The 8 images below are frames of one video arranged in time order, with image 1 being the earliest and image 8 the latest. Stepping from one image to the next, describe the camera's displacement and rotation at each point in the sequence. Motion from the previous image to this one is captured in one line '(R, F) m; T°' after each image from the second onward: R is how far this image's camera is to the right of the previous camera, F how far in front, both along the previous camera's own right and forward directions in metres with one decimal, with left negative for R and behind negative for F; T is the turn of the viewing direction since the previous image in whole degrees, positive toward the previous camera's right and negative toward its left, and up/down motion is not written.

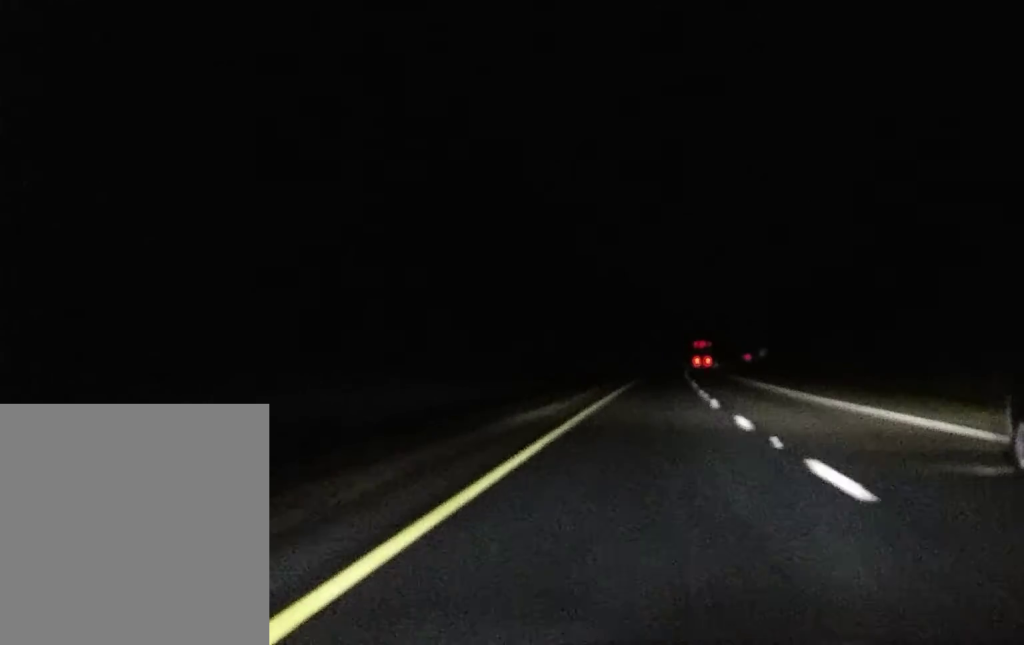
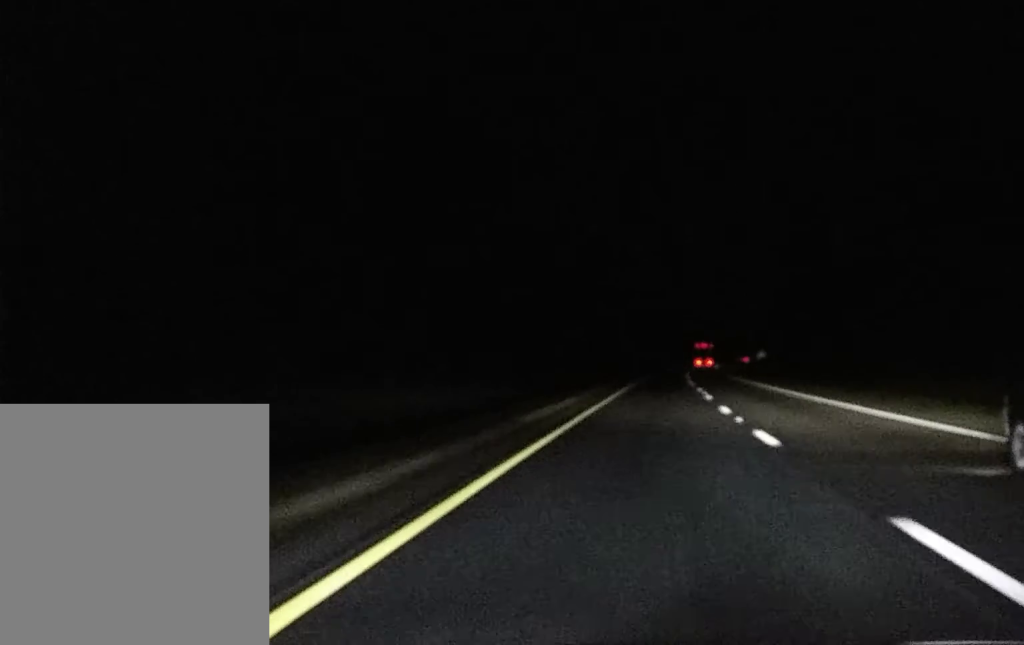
(+0.1, +21.5) m; 0°
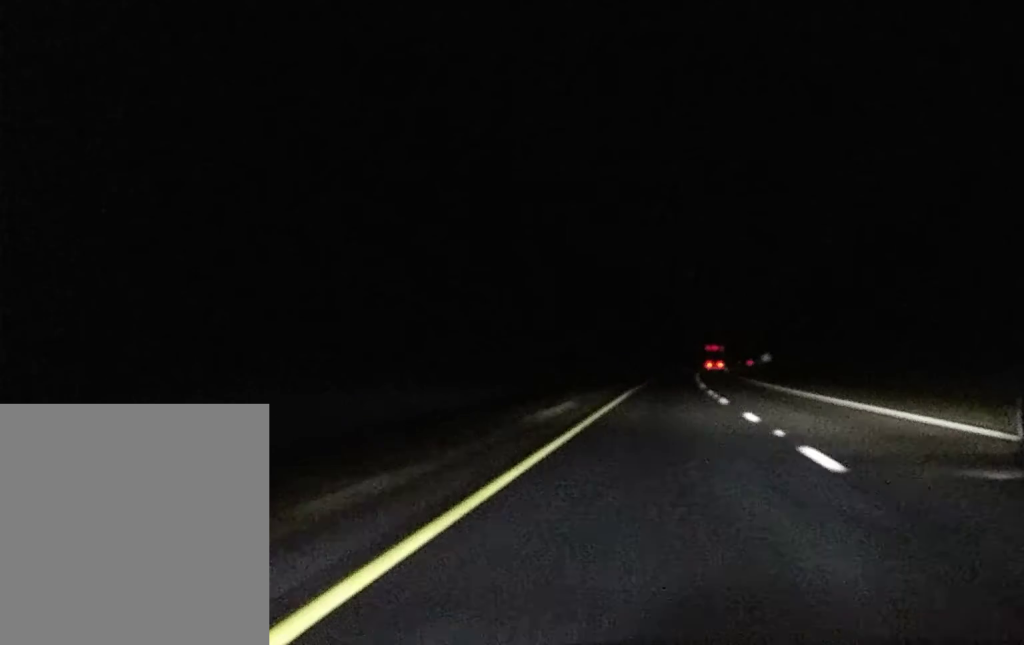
(+0.1, +34.9) m; +1°
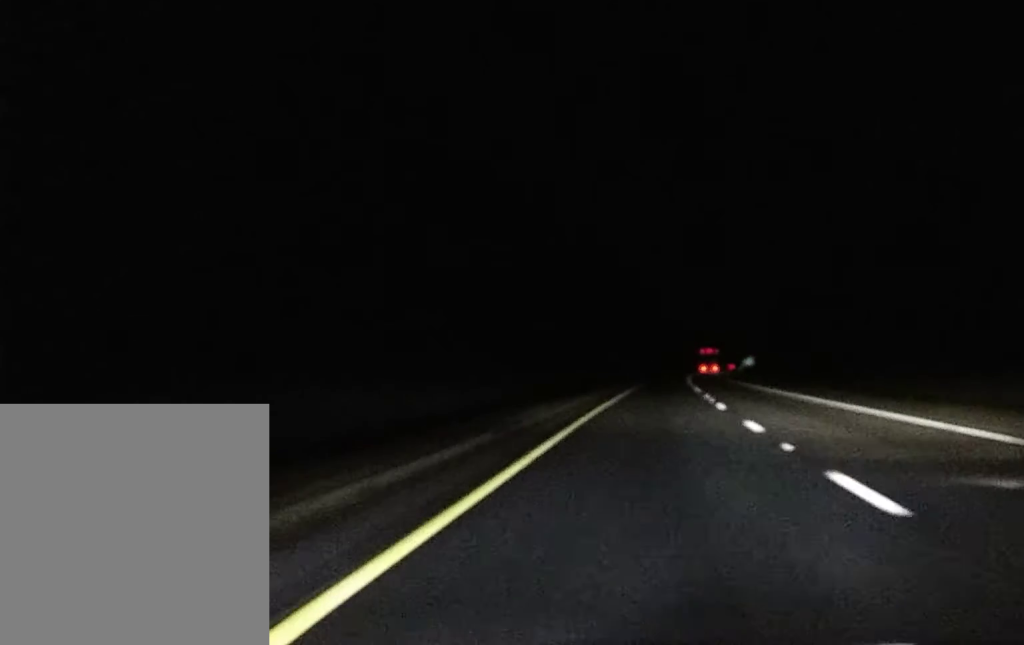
(+0.6, +58.3) m; +1°
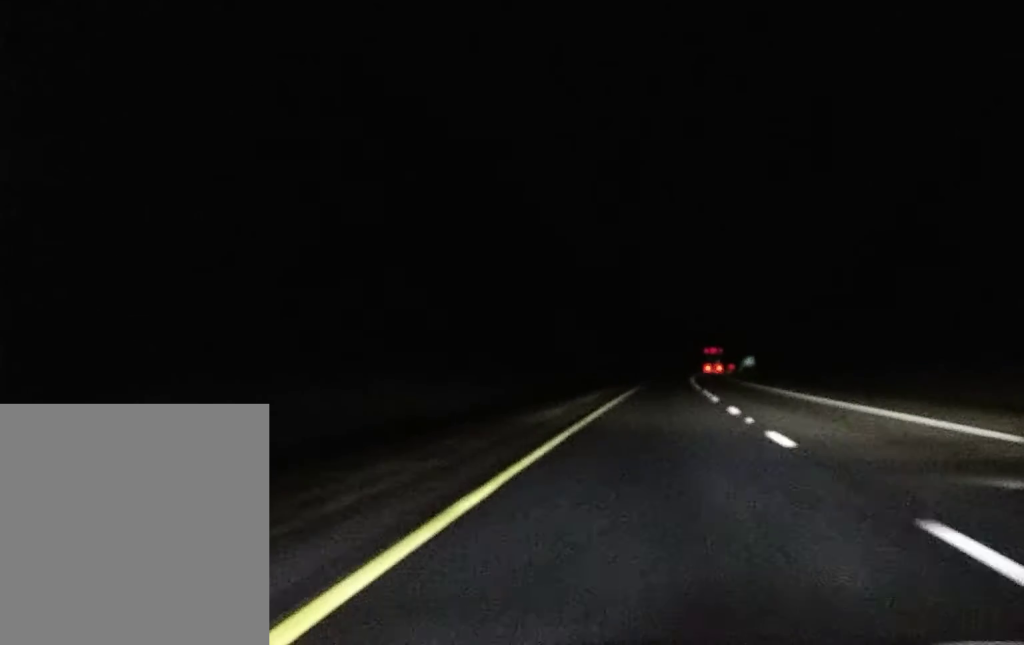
(0.0, +17.9) m; 0°
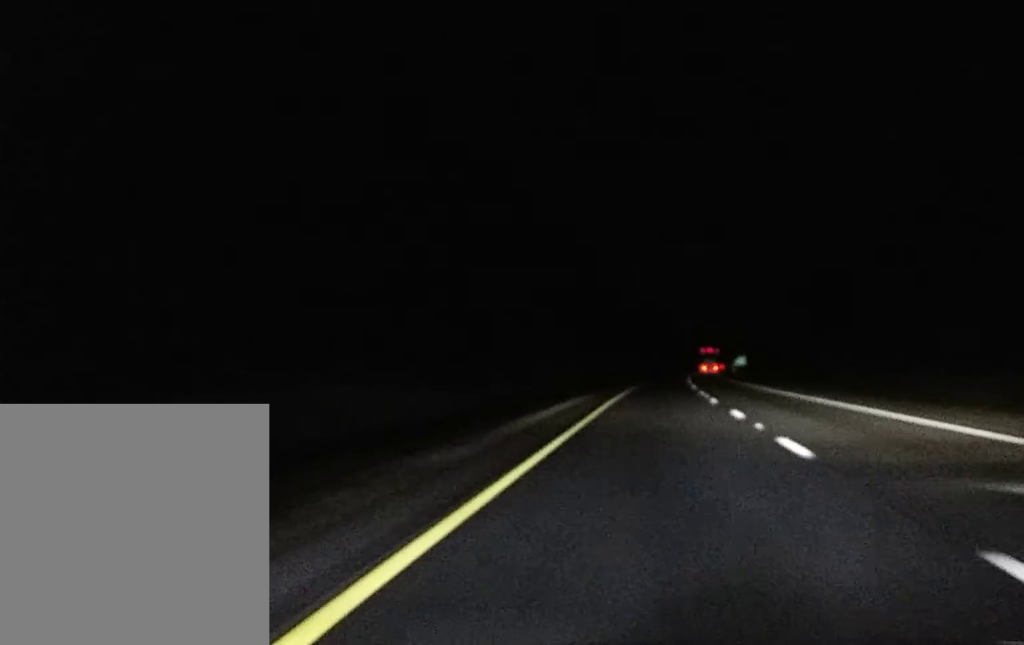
(0.0, +25.2) m; 0°
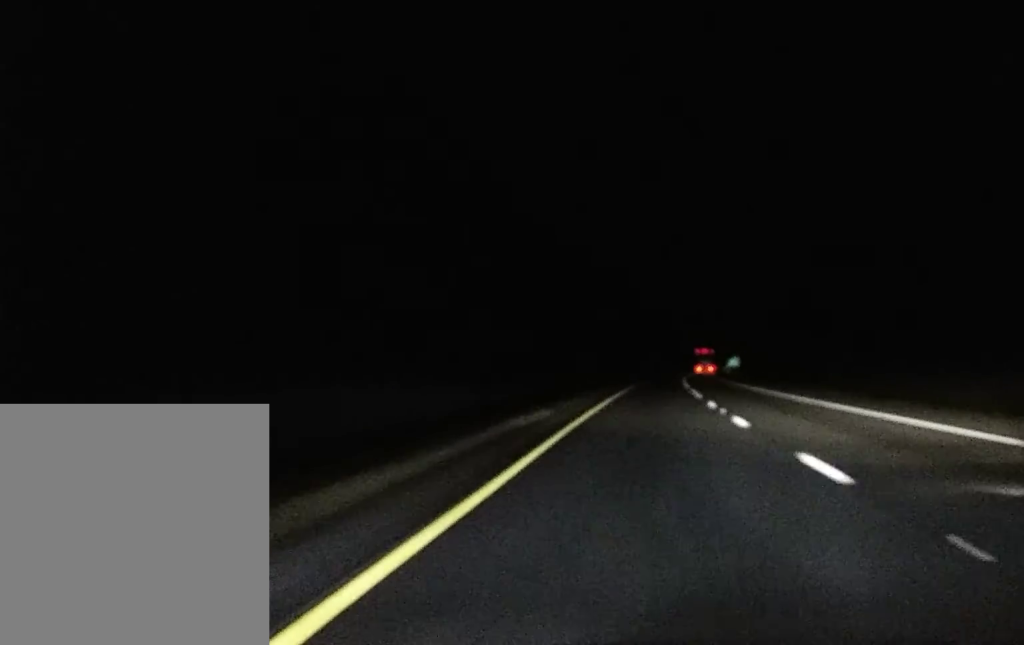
(0.0, +14.3) m; 0°
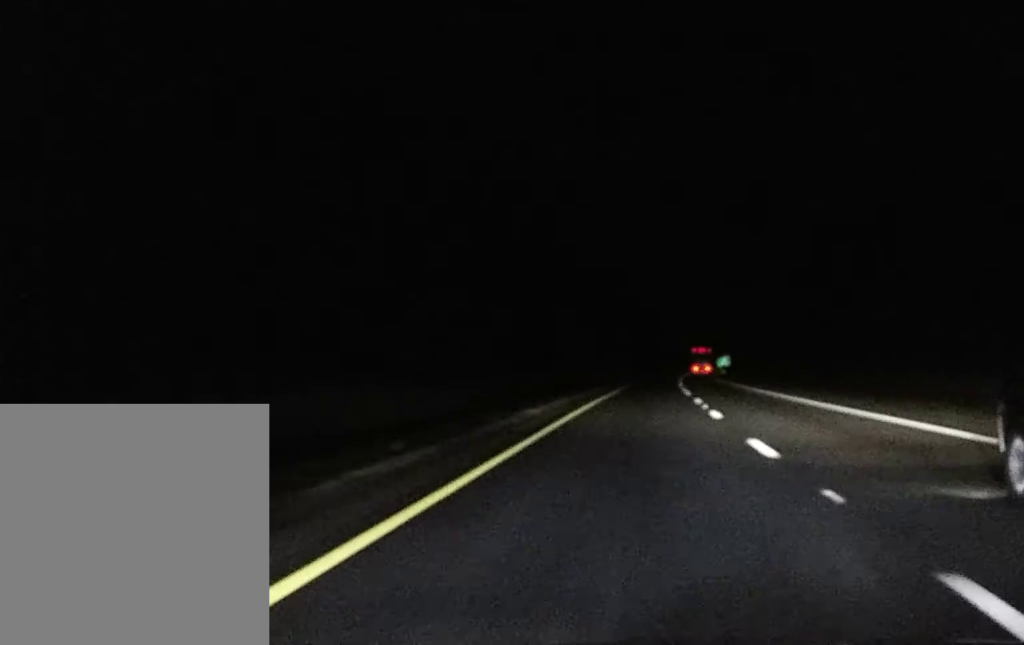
(+0.7, +46.1) m; +2°
